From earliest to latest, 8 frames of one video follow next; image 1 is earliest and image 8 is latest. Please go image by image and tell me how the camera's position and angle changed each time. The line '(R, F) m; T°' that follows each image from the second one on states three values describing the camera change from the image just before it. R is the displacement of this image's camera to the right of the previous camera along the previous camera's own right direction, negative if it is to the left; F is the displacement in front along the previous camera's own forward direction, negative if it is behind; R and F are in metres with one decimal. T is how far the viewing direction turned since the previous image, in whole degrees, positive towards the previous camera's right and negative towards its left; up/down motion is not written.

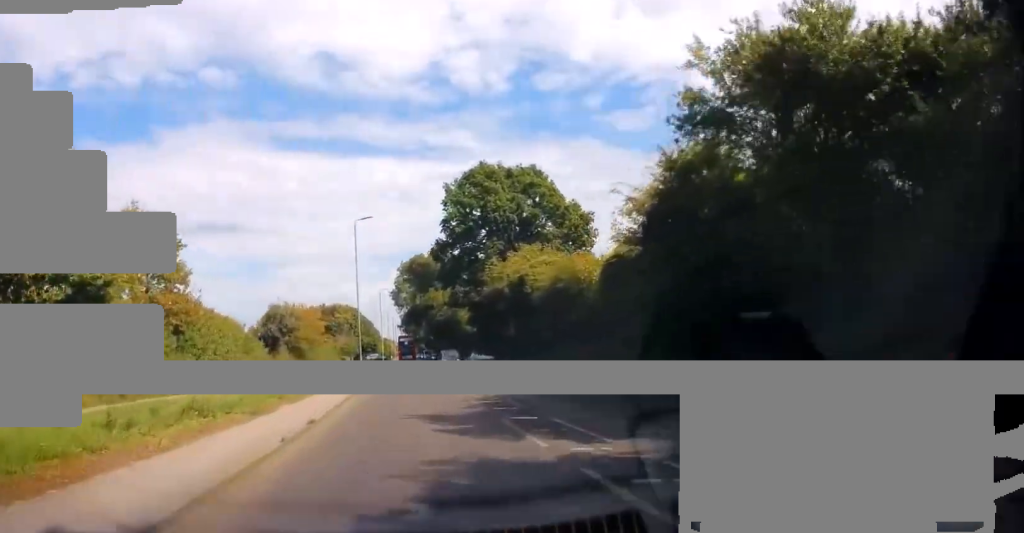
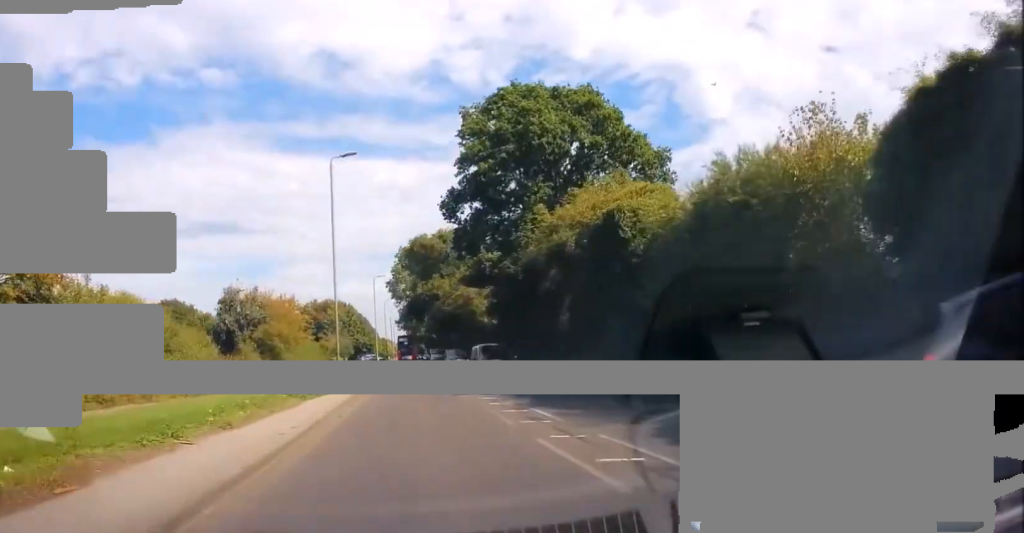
(-0.4, +15.5) m; -1°
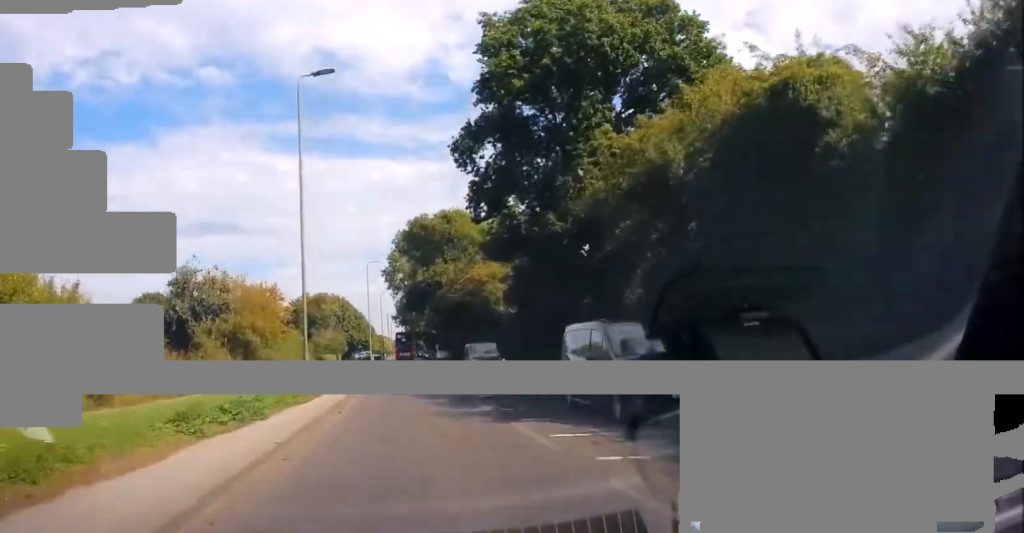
(+0.1, +9.4) m; +1°
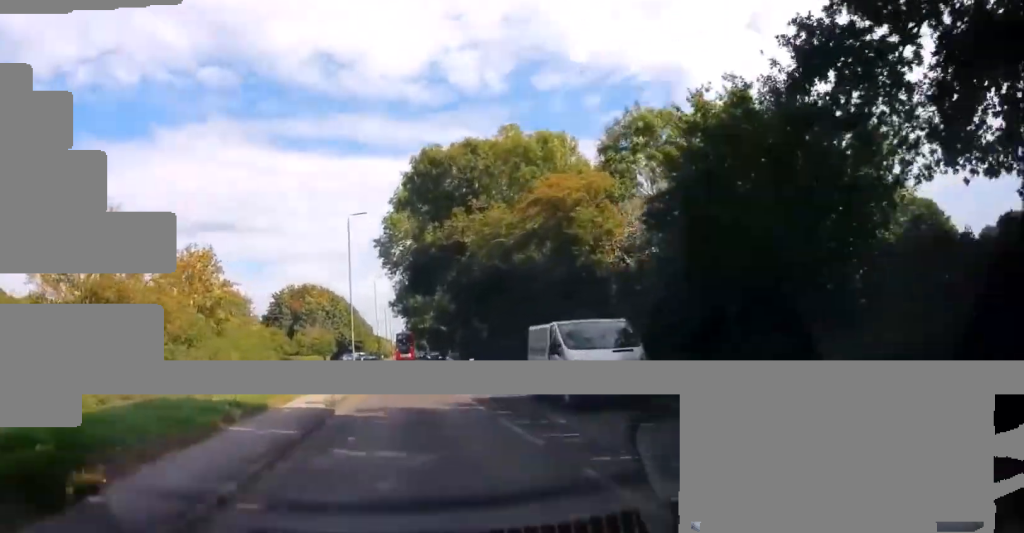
(+0.4, +23.1) m; +1°
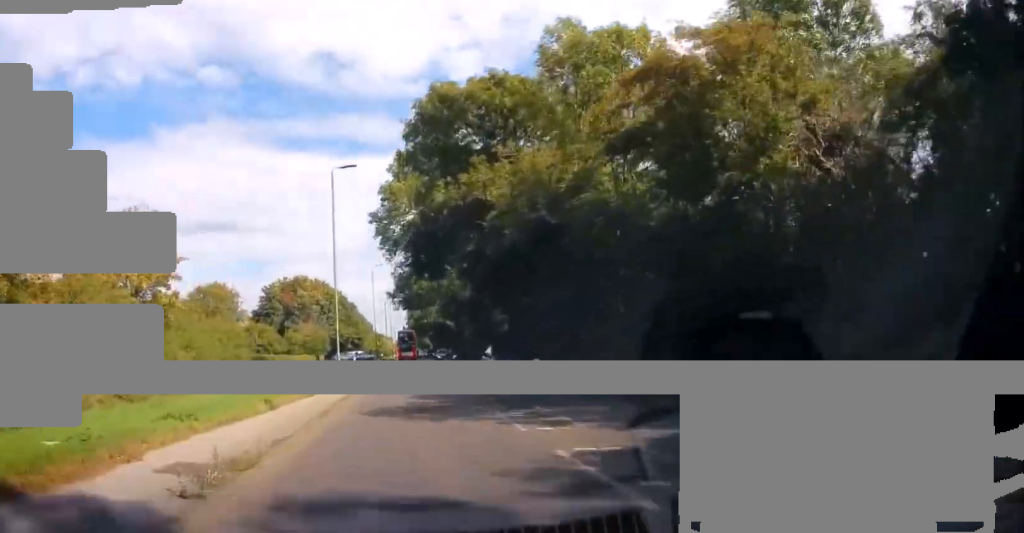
(-0.1, +10.7) m; 0°
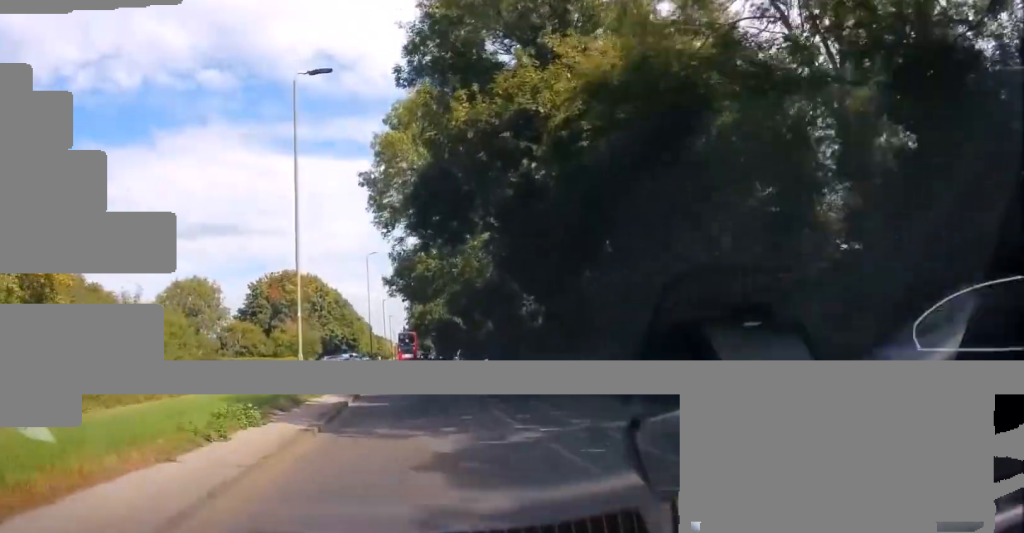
(0.0, +11.3) m; 0°
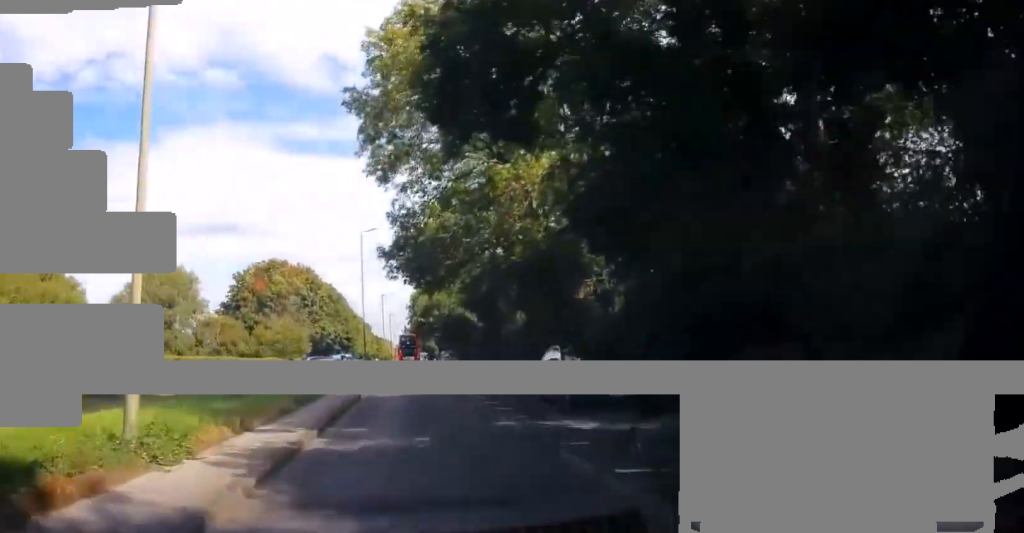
(0.0, +12.5) m; 0°
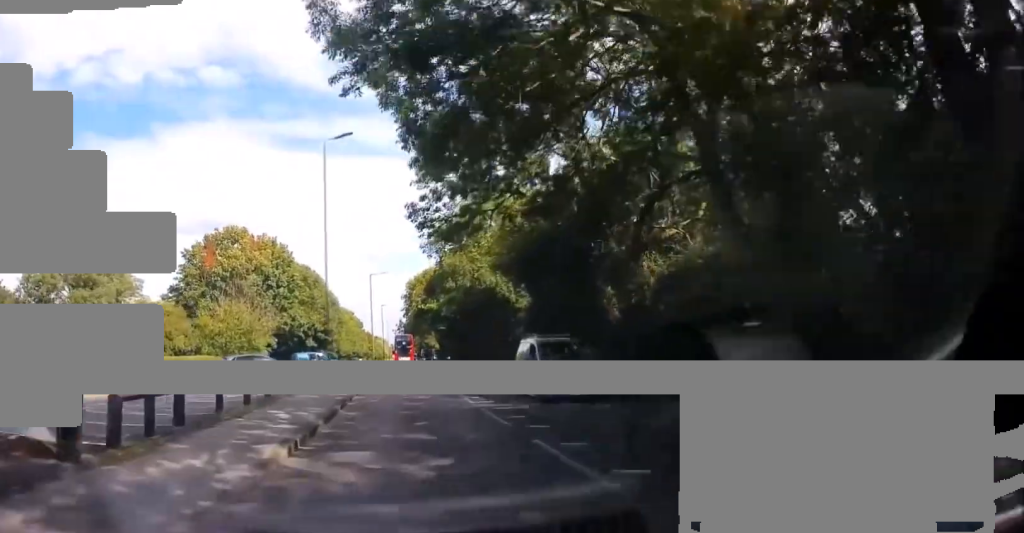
(+0.2, +22.2) m; 0°
